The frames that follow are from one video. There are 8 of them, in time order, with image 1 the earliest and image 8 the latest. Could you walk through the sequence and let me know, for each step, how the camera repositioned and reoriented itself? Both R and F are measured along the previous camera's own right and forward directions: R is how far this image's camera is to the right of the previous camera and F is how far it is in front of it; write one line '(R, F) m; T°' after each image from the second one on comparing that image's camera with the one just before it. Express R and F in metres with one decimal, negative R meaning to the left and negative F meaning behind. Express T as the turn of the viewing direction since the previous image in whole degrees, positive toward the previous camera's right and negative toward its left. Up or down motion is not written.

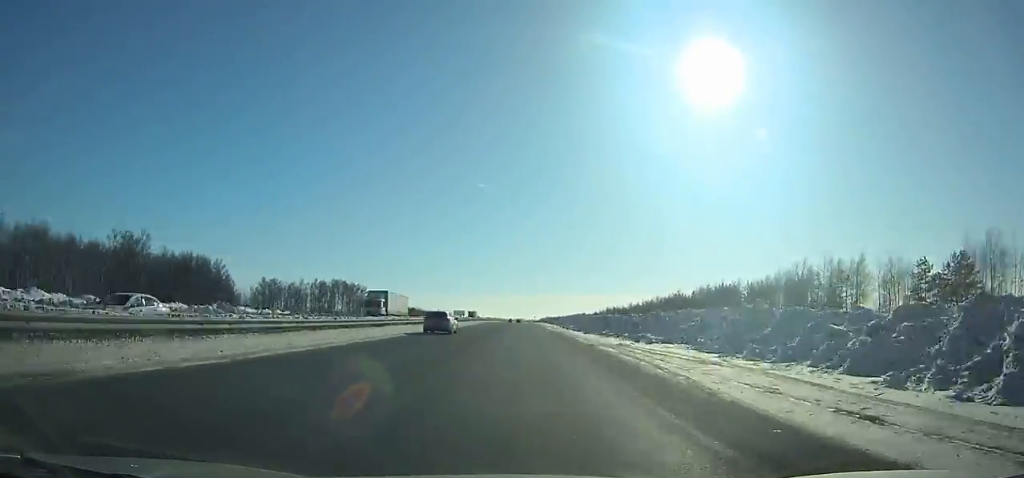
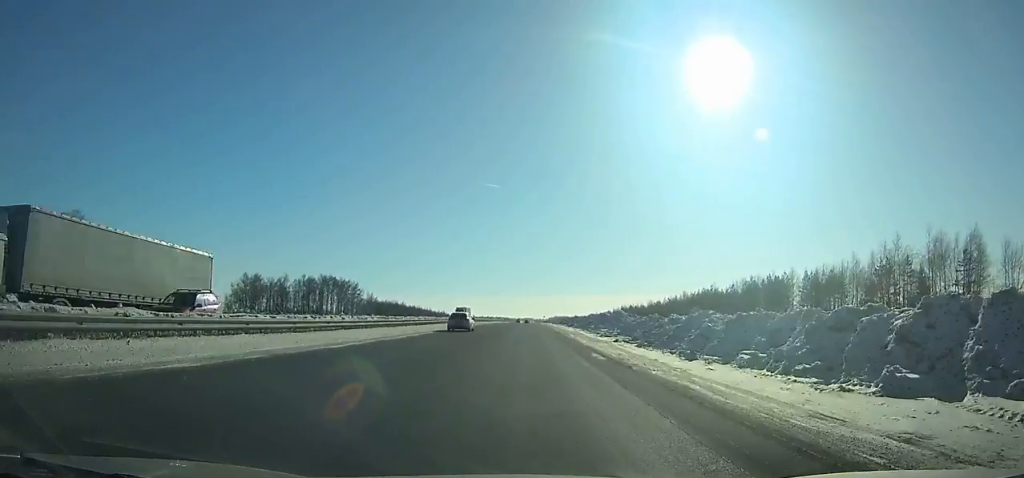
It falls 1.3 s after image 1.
(+0.1, +30.0) m; 0°
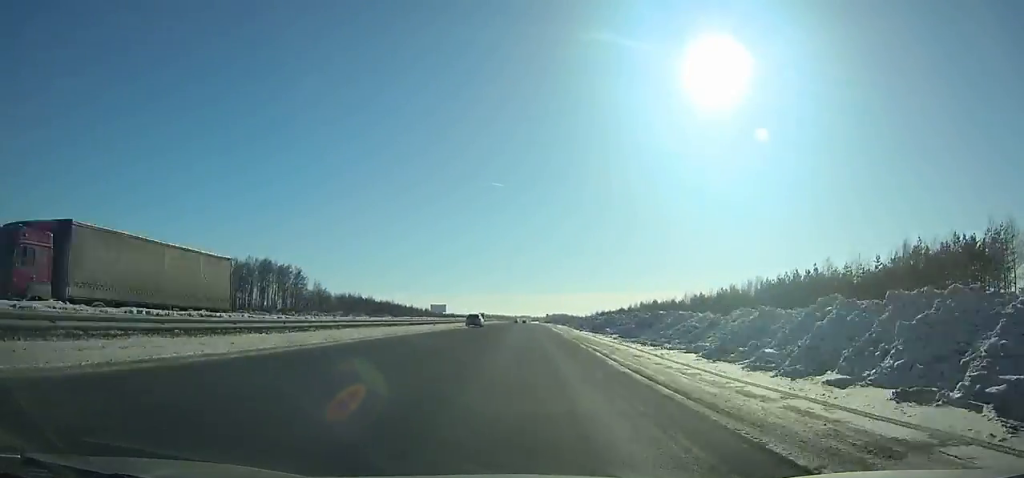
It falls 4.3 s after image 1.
(-0.4, +69.4) m; 0°
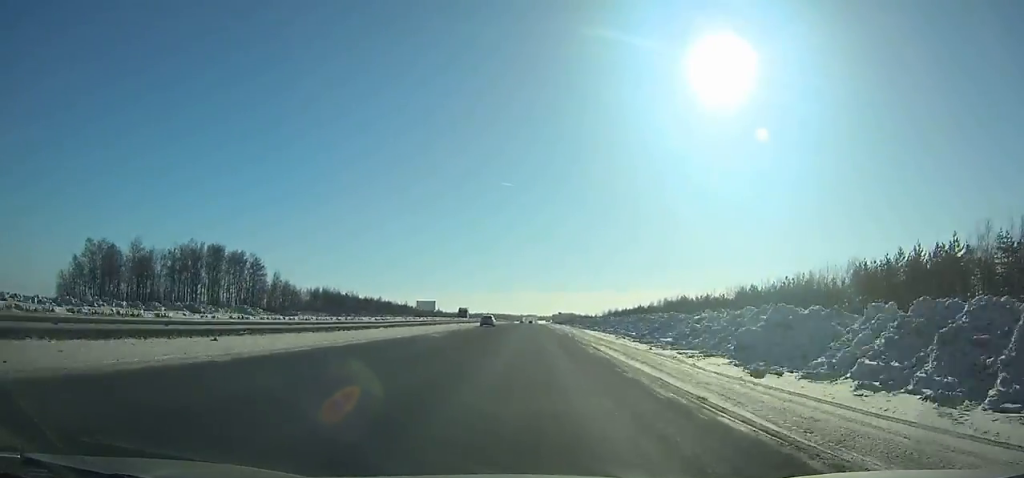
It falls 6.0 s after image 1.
(-0.1, +39.8) m; 0°
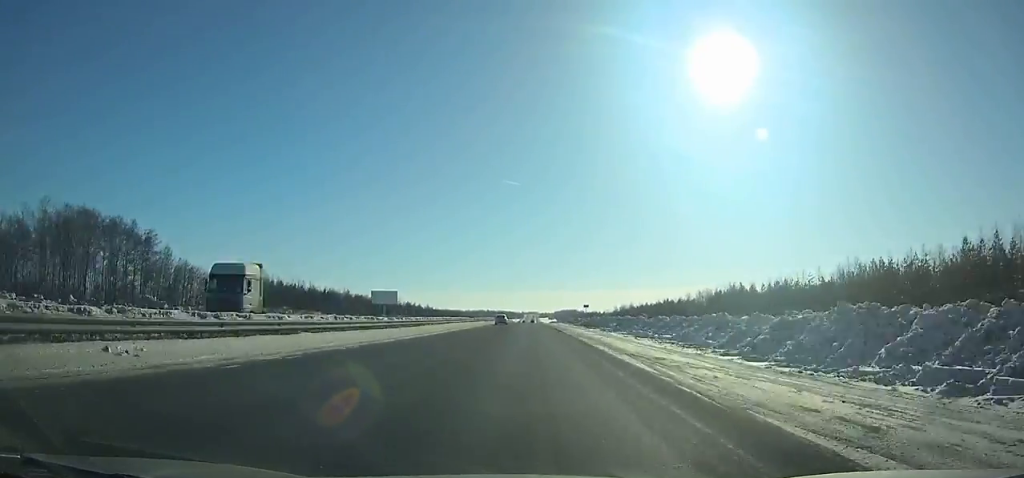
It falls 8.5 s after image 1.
(-0.1, +58.9) m; 0°
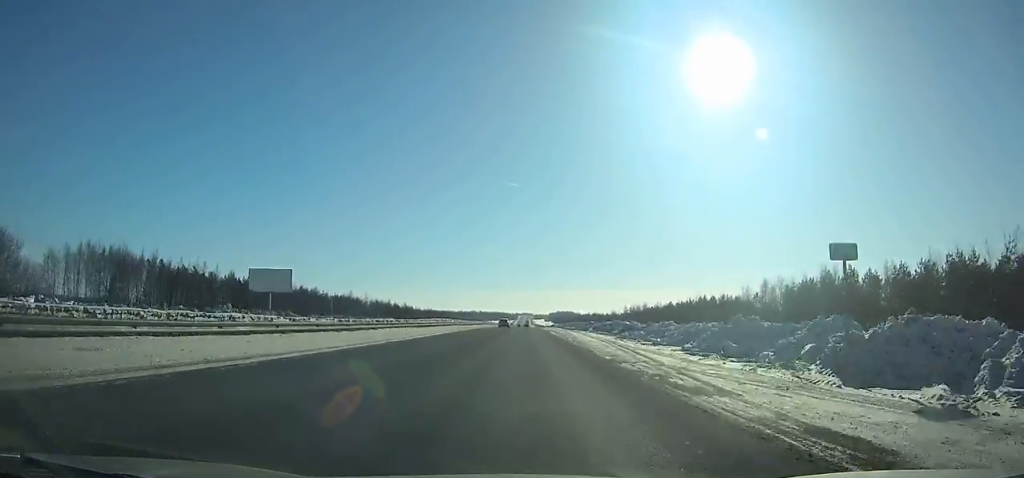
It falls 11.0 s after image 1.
(0.0, +59.9) m; 0°
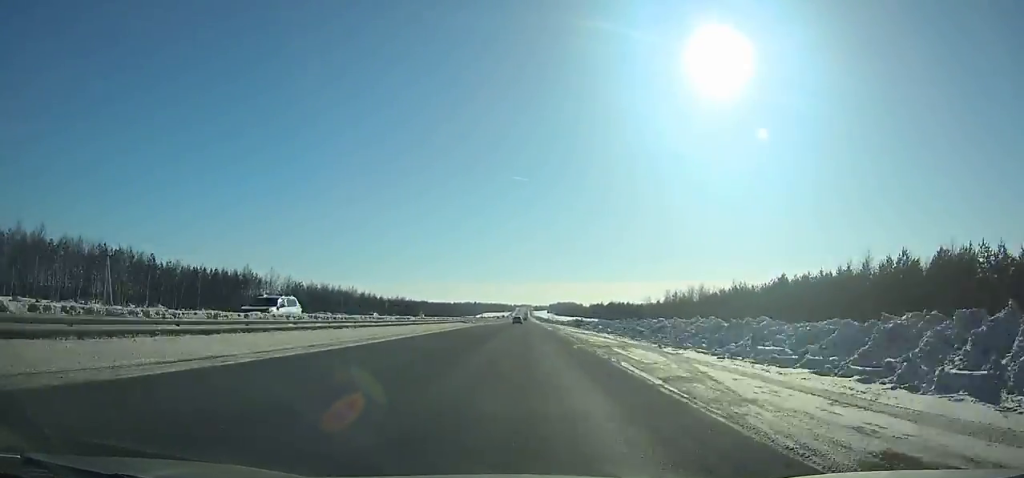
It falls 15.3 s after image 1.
(+0.1, +105.9) m; 0°
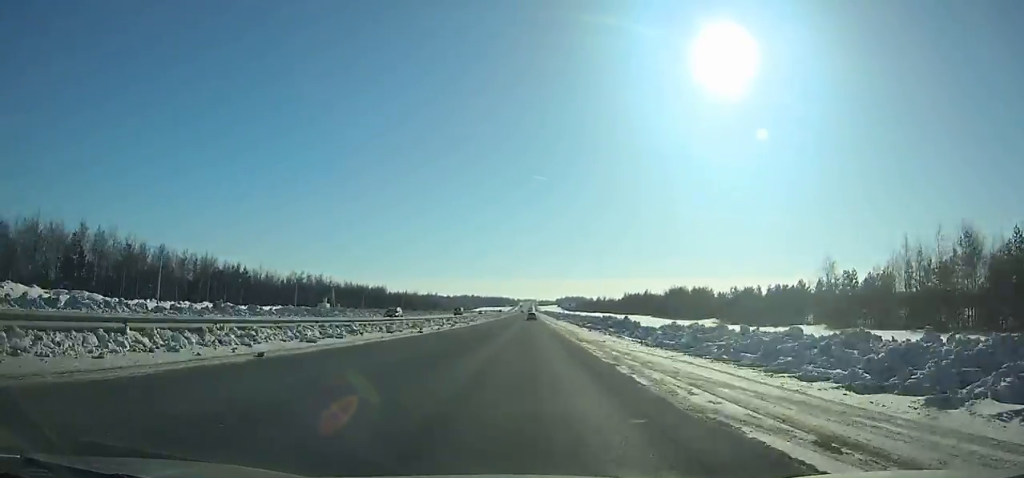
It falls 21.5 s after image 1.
(-0.9, +158.6) m; 0°
